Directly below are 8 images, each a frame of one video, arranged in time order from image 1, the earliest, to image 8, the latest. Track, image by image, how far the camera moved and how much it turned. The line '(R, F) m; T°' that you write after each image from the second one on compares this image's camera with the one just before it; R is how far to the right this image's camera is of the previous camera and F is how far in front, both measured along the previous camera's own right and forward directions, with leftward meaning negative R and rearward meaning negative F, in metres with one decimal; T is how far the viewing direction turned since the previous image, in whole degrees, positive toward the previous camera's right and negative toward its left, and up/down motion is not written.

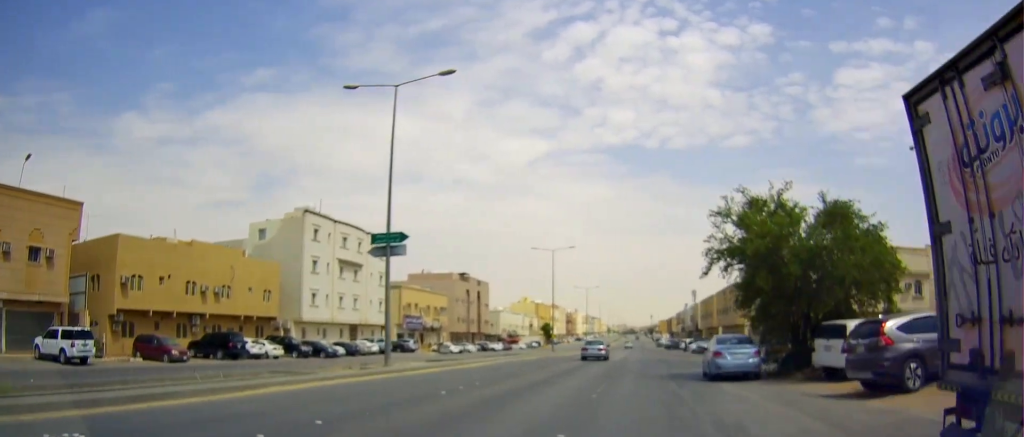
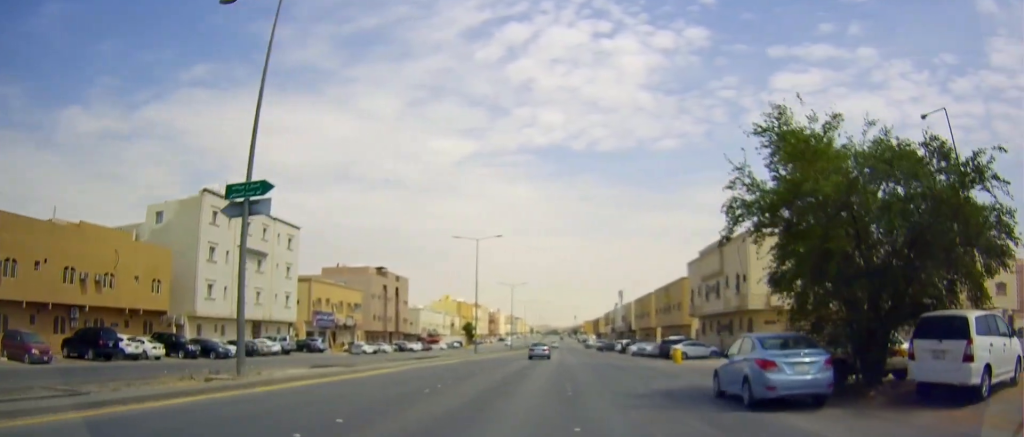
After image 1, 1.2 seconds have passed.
(+1.1, +6.8) m; +13°
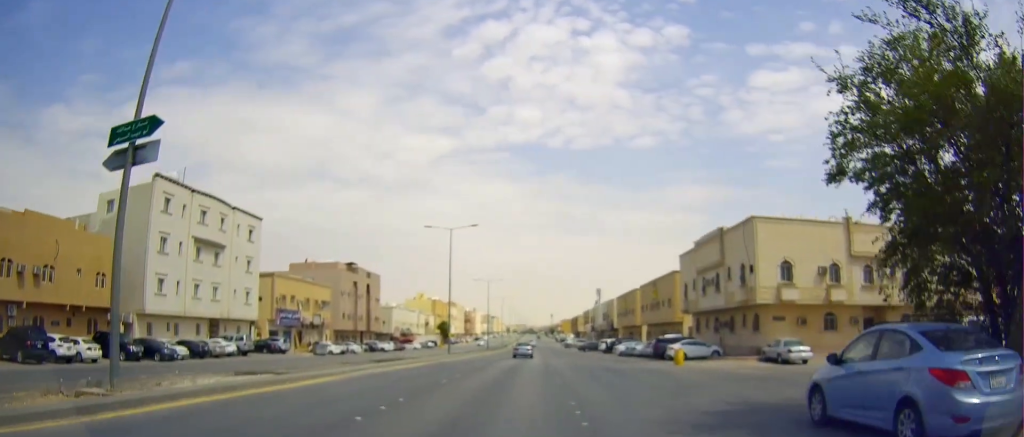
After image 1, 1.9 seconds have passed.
(+0.4, +4.9) m; -2°
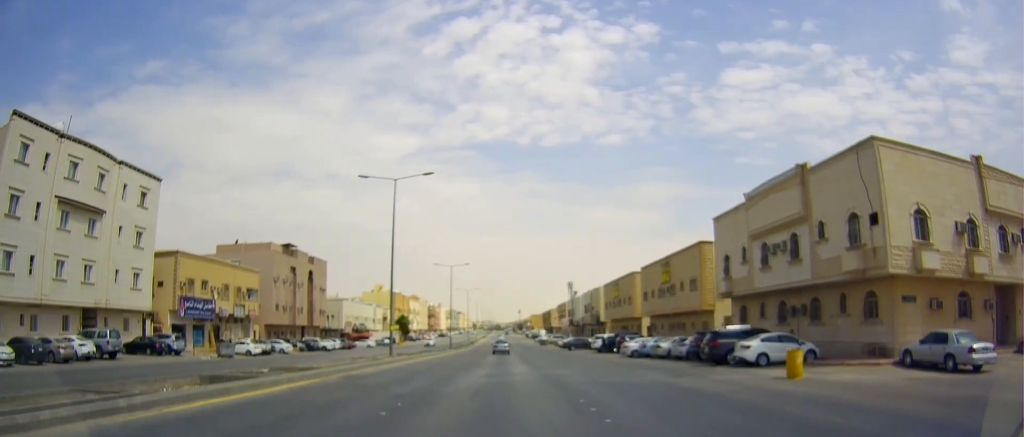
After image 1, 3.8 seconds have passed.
(0.0, +16.3) m; +4°
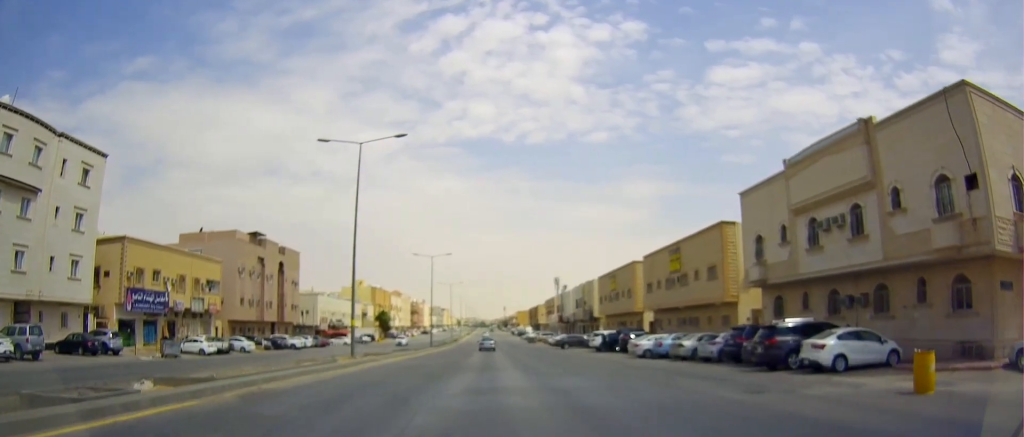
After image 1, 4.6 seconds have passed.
(+0.1, +7.2) m; +1°
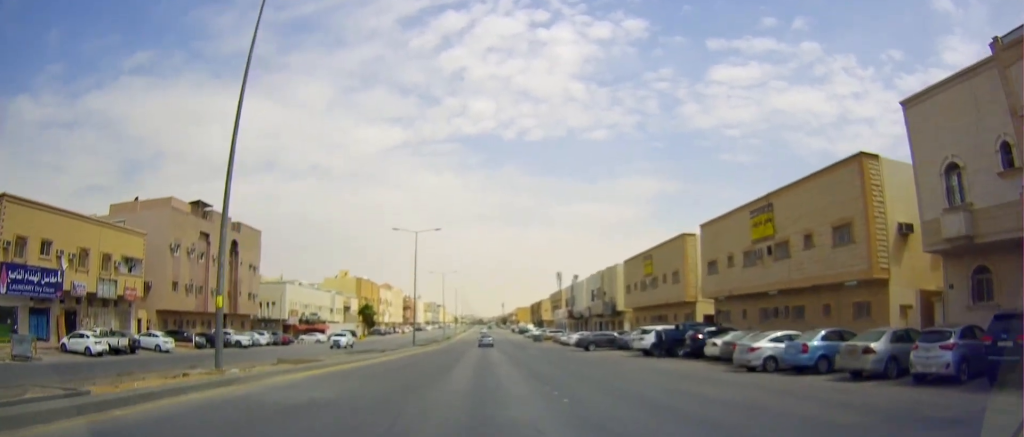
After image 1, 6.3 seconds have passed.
(+0.1, +16.8) m; +2°
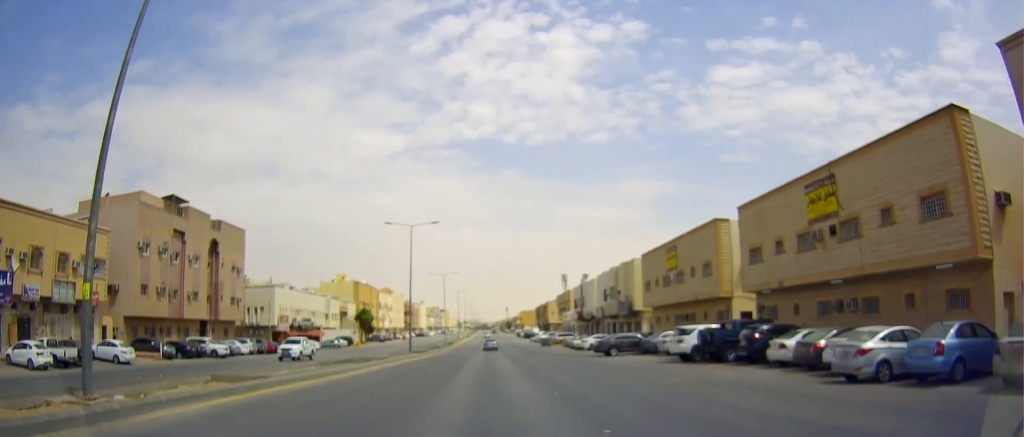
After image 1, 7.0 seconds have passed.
(+0.2, +6.7) m; 0°
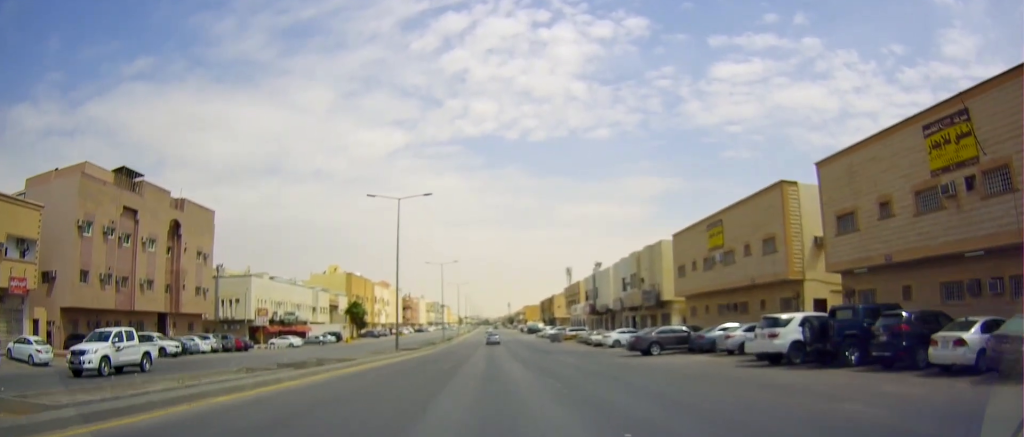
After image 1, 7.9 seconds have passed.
(-0.1, +9.6) m; -1°
